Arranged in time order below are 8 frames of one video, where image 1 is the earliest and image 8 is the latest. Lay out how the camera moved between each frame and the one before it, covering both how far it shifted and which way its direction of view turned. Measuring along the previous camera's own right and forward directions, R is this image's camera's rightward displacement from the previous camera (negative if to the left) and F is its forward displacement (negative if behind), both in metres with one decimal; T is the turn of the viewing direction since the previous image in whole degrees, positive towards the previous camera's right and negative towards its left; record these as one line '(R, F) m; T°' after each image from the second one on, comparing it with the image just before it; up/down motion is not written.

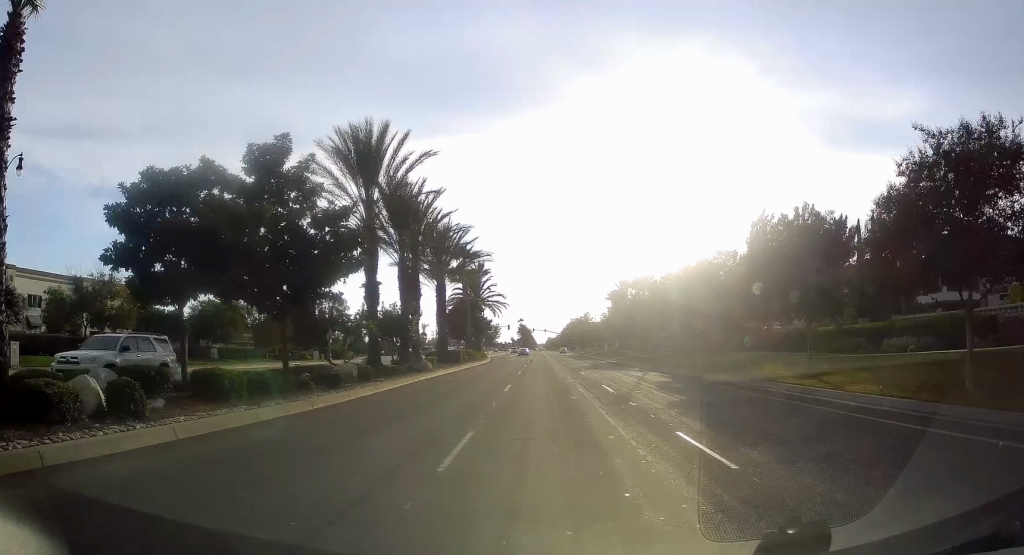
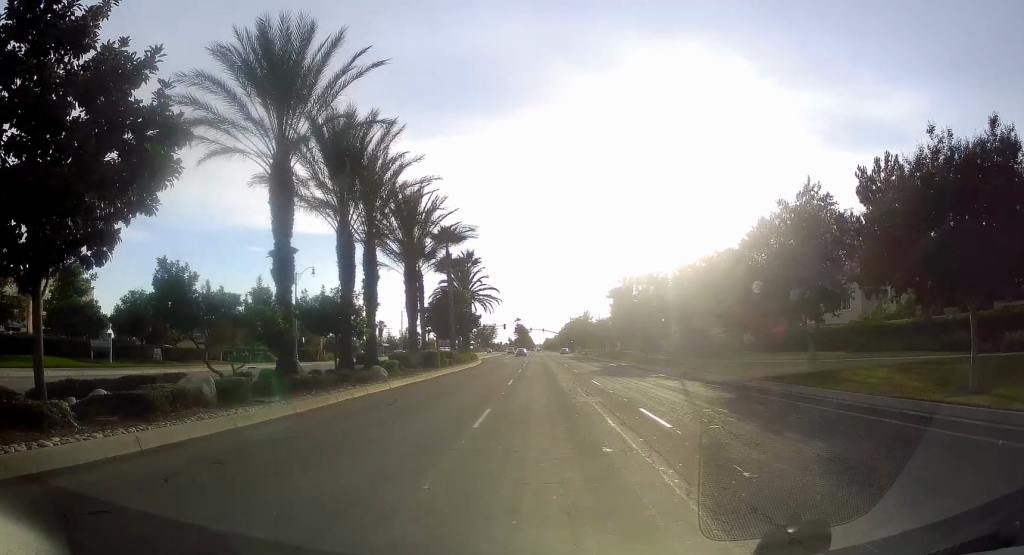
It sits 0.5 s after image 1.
(0.0, +10.3) m; 0°
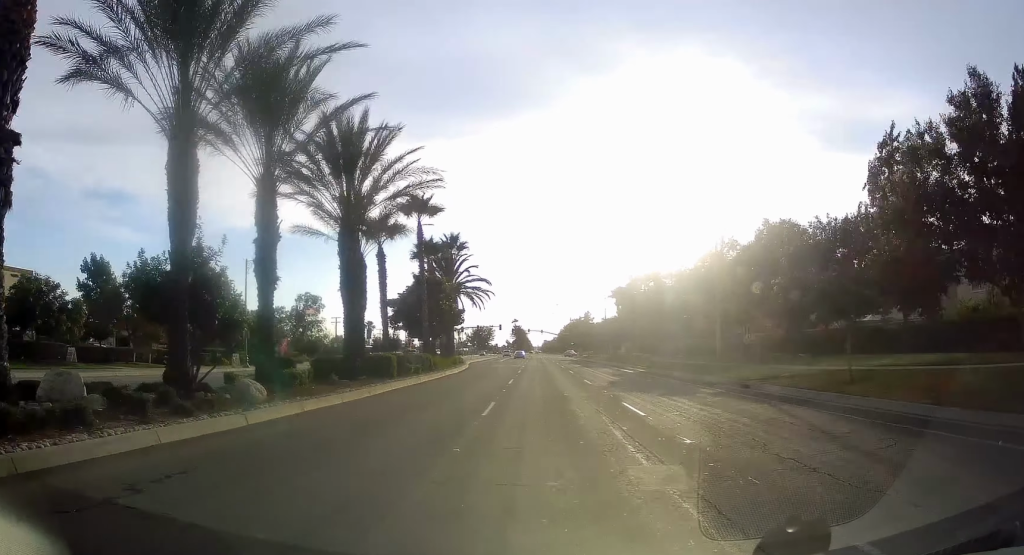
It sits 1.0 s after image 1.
(0.0, +11.8) m; 0°
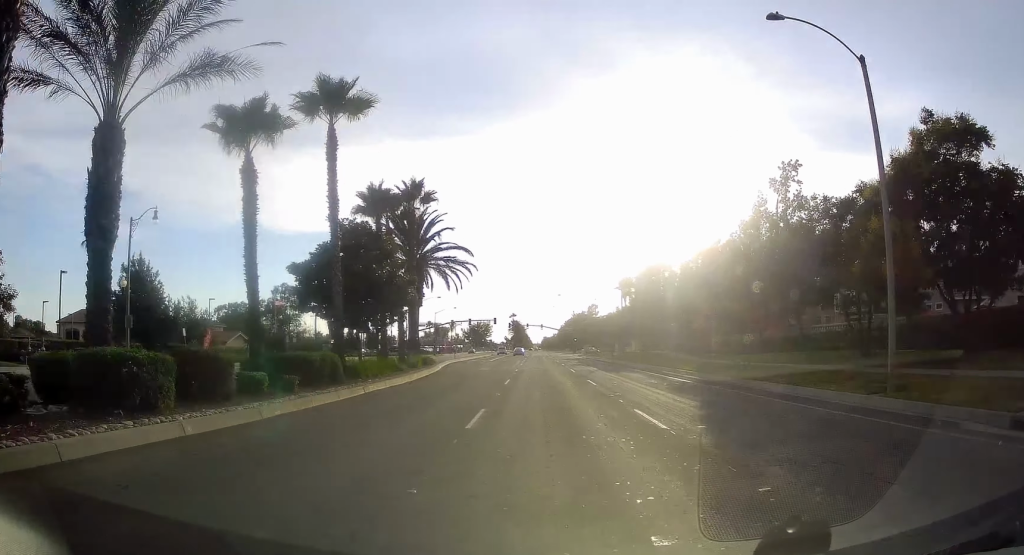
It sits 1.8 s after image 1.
(0.0, +17.6) m; 0°
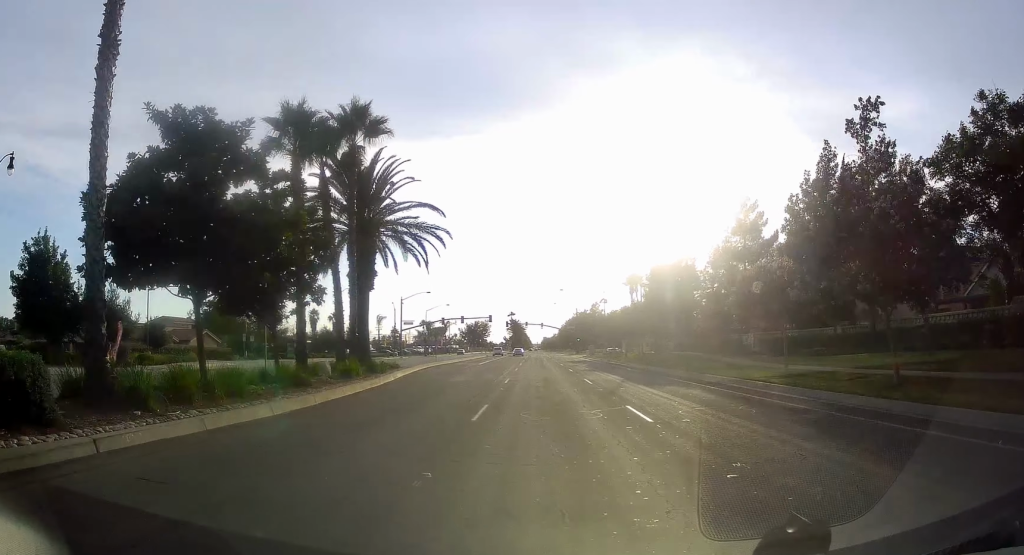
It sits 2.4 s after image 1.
(0.0, +13.2) m; 0°
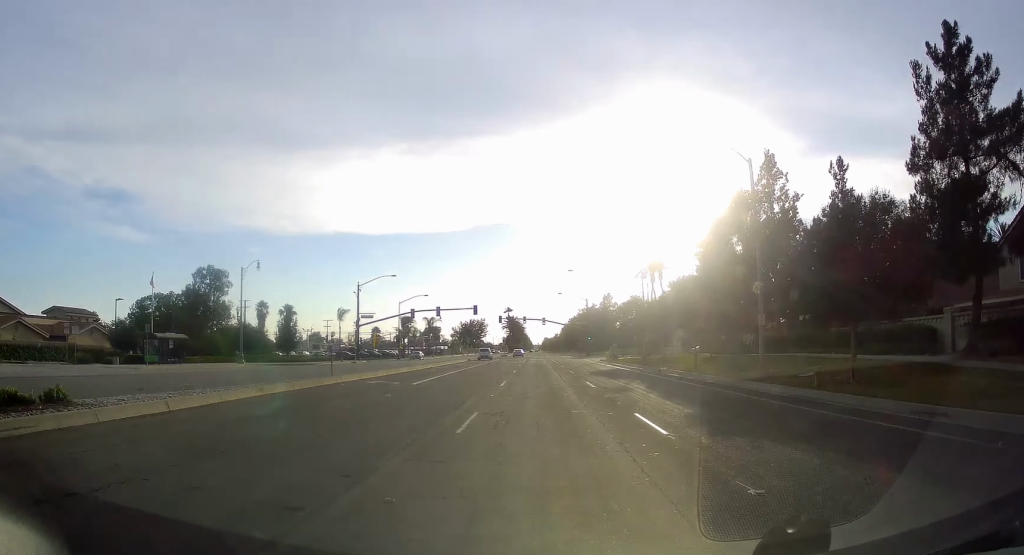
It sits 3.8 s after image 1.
(0.0, +31.0) m; 0°
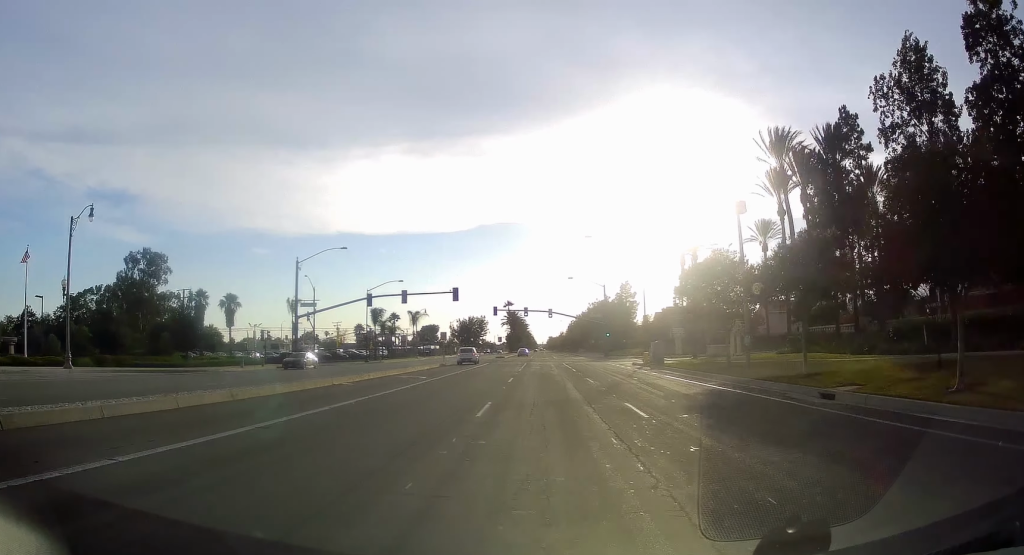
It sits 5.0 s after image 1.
(-0.2, +26.5) m; -2°
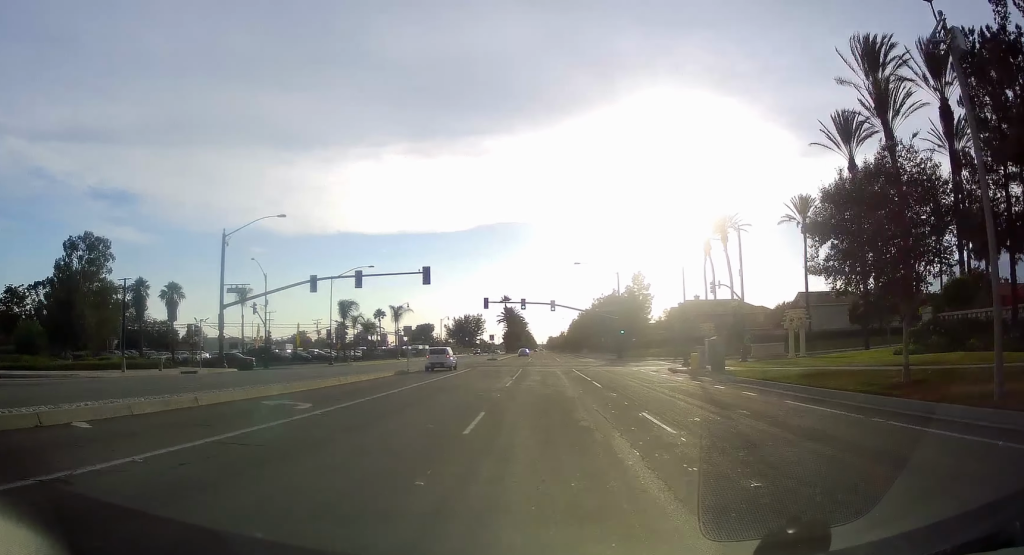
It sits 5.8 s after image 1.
(-0.4, +17.6) m; 0°
